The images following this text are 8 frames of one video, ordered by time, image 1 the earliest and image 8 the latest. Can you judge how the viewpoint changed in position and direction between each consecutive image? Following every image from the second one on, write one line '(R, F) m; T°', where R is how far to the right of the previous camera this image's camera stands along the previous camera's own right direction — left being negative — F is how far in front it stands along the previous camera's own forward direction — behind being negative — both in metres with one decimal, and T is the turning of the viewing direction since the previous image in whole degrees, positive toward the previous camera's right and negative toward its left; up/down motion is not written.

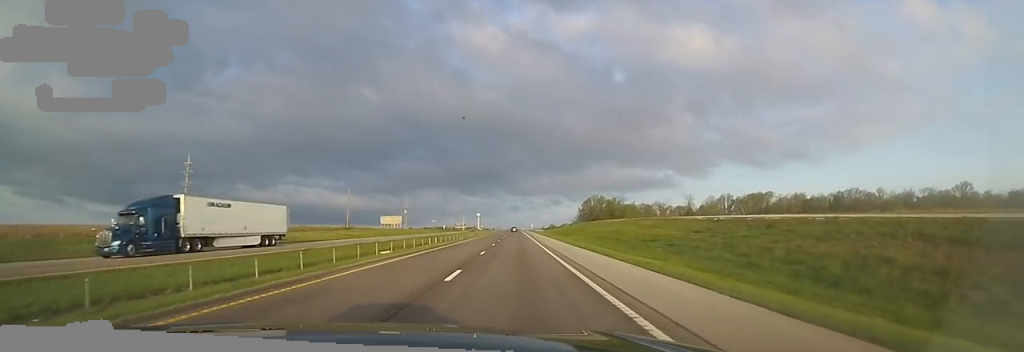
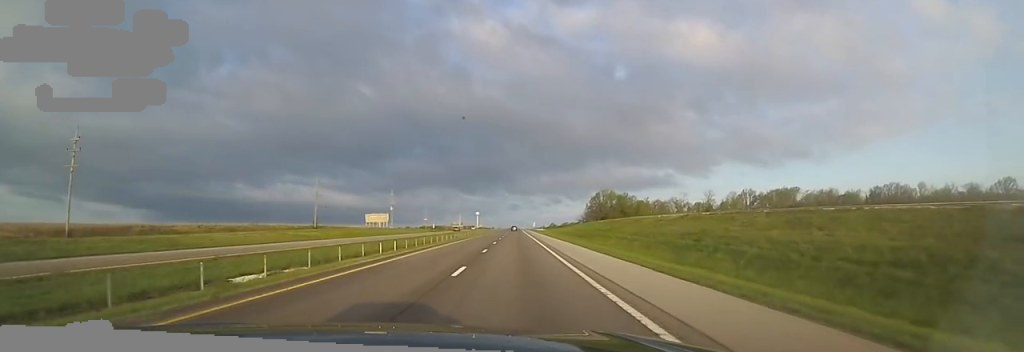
(0.0, +23.7) m; 0°
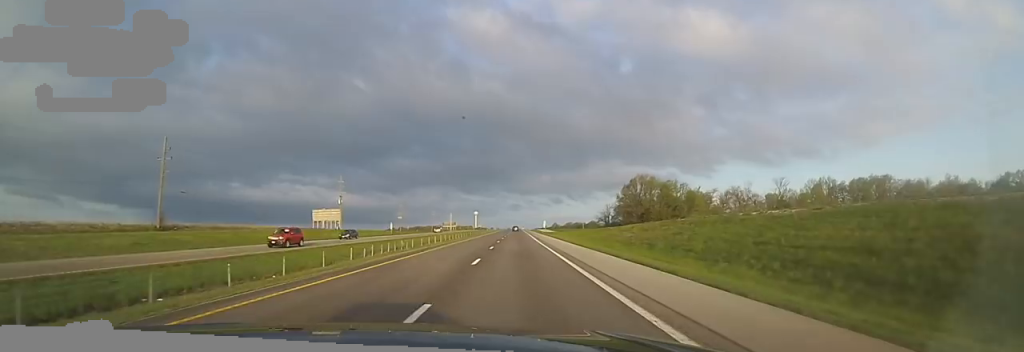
(-1.4, +57.5) m; -3°
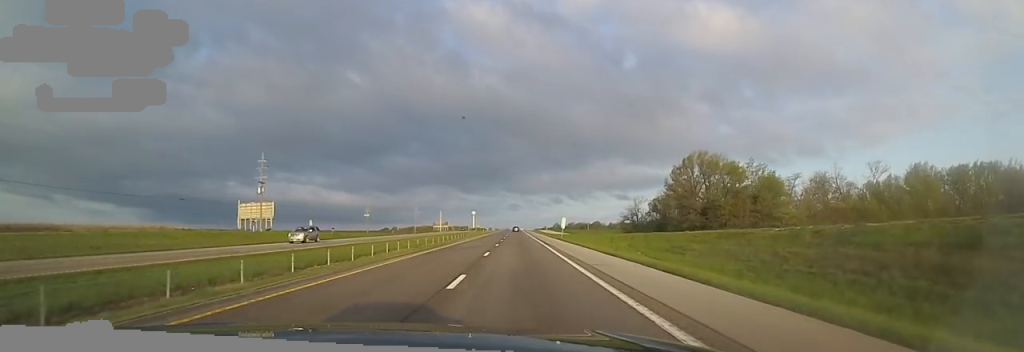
(+0.3, +43.2) m; +2°
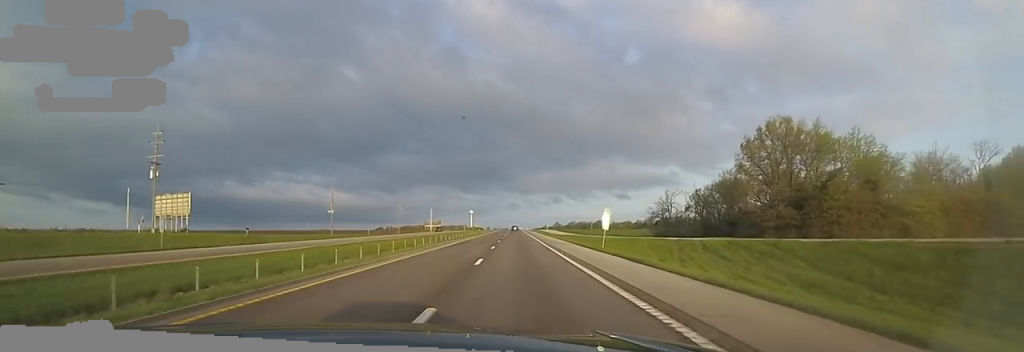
(+0.4, +29.1) m; +1°
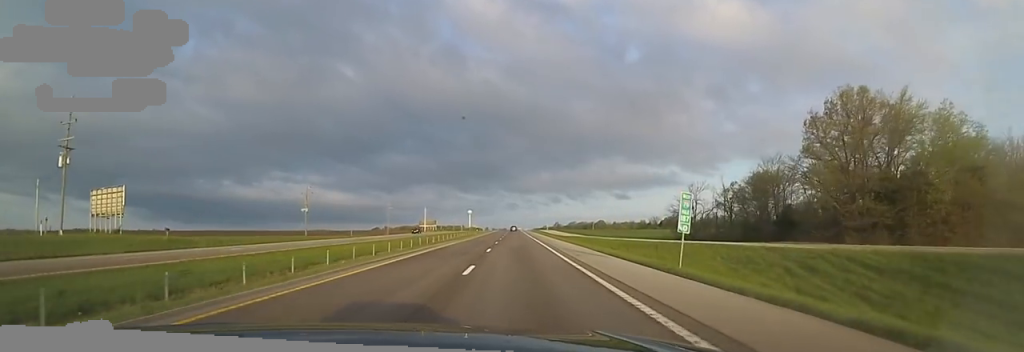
(0.0, +15.0) m; 0°
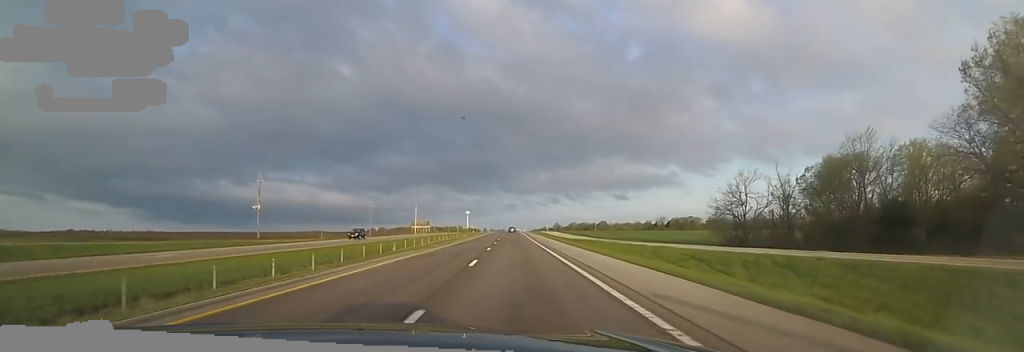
(0.0, +20.5) m; 0°
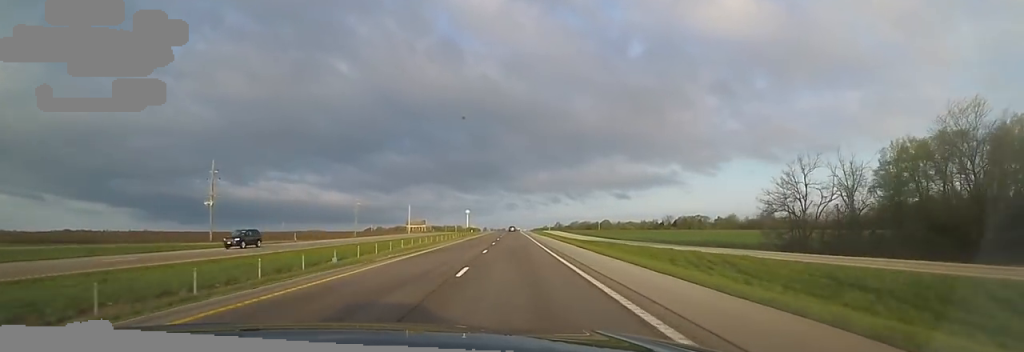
(0.0, +15.2) m; 0°
